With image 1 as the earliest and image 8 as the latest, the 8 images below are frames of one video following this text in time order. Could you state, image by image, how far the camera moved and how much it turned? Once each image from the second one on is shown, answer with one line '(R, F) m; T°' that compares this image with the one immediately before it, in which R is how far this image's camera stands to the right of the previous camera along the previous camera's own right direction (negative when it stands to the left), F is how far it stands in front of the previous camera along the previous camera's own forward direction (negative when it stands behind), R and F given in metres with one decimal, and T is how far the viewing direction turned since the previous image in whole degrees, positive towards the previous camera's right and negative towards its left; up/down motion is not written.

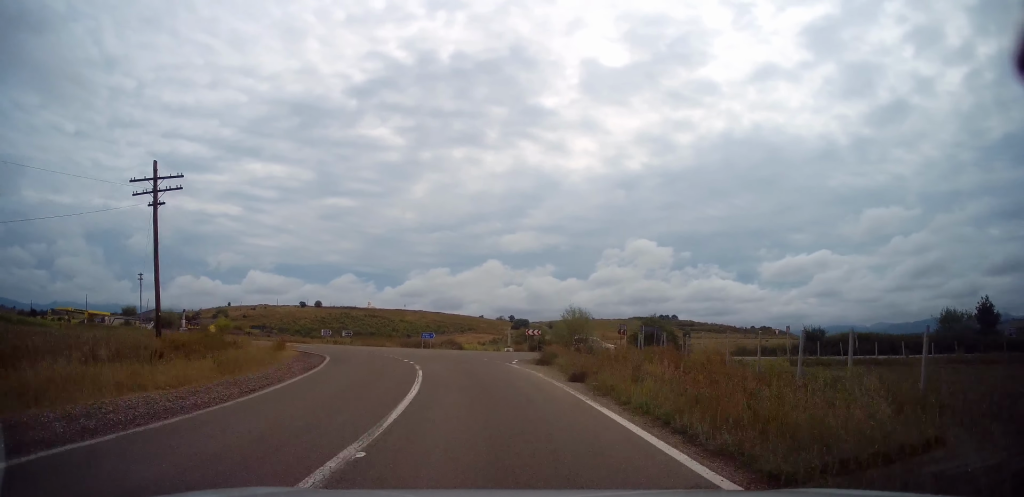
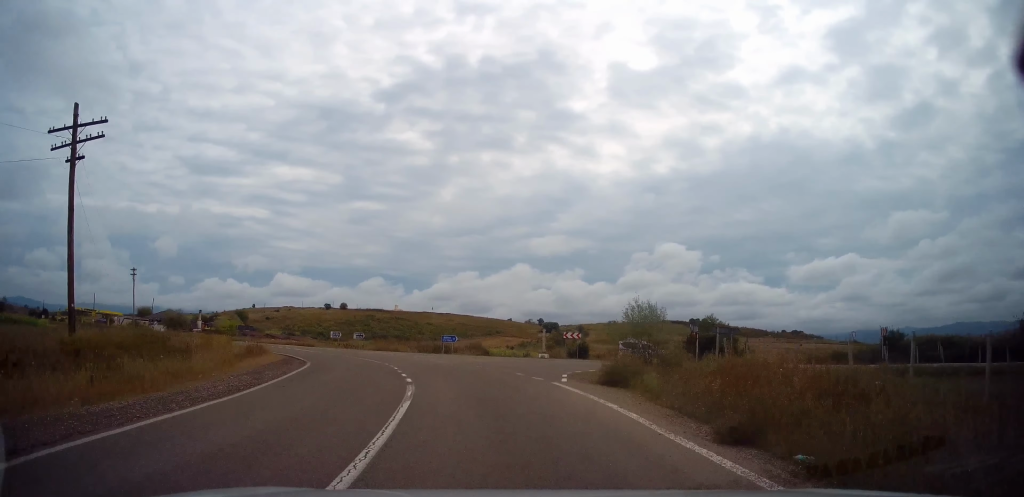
(-0.4, +7.8) m; -3°
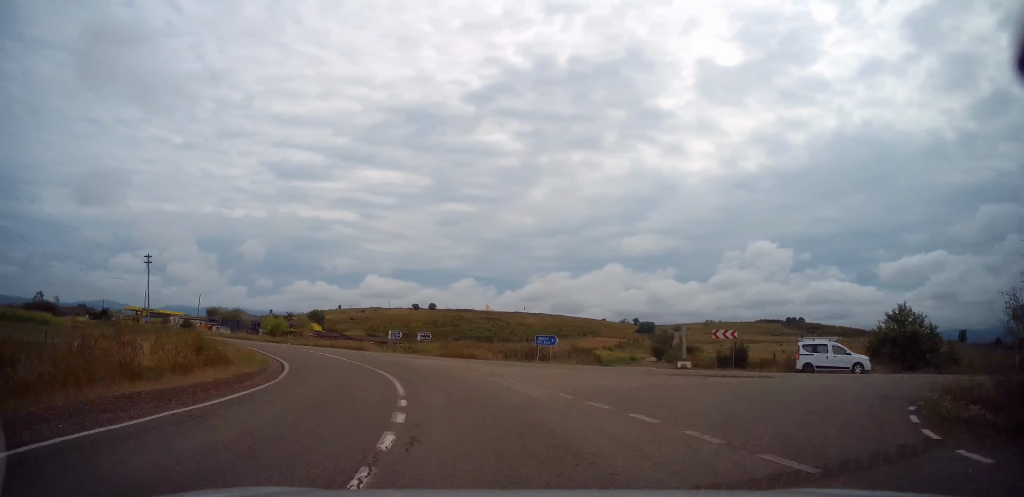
(-1.1, +15.5) m; -9°
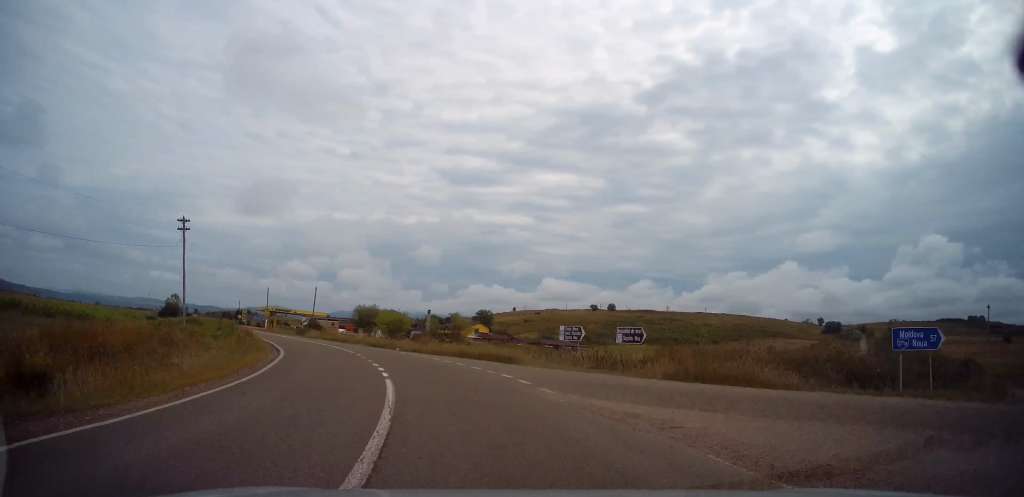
(-3.0, +22.2) m; -16°
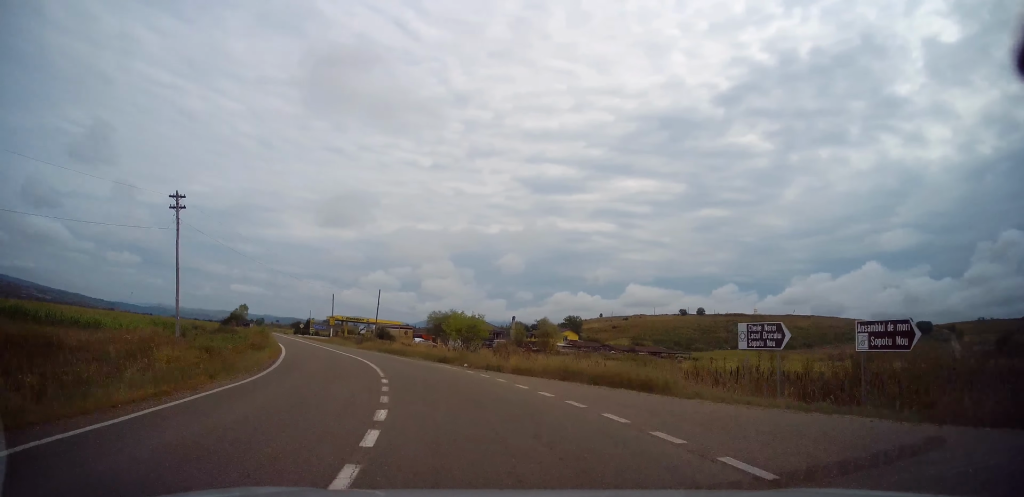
(-0.8, +10.7) m; -9°
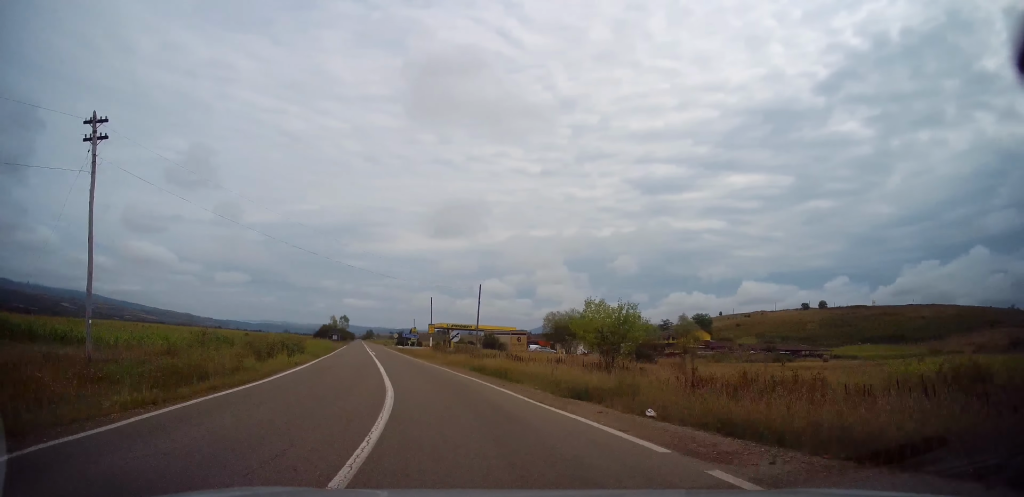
(-1.8, +14.5) m; -13°
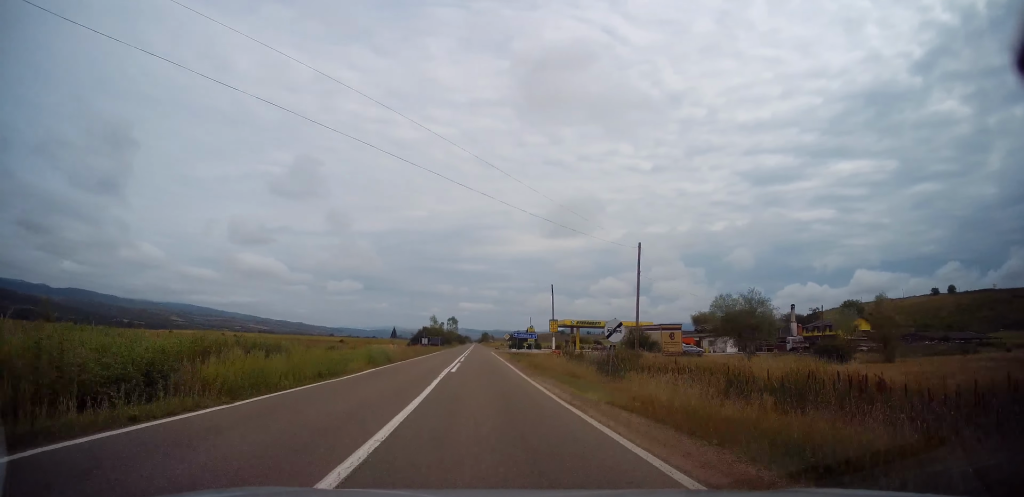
(-2.5, +20.2) m; -12°
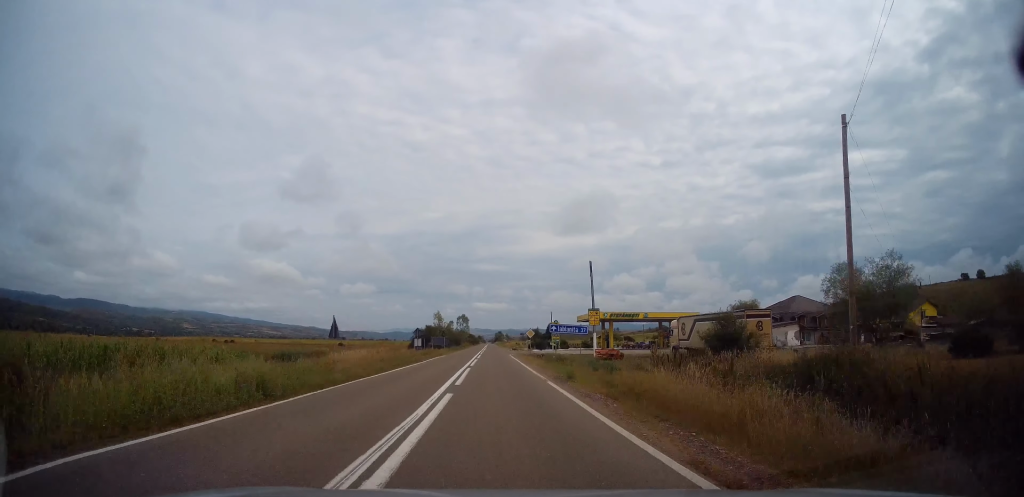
(-0.9, +17.2) m; -4°
